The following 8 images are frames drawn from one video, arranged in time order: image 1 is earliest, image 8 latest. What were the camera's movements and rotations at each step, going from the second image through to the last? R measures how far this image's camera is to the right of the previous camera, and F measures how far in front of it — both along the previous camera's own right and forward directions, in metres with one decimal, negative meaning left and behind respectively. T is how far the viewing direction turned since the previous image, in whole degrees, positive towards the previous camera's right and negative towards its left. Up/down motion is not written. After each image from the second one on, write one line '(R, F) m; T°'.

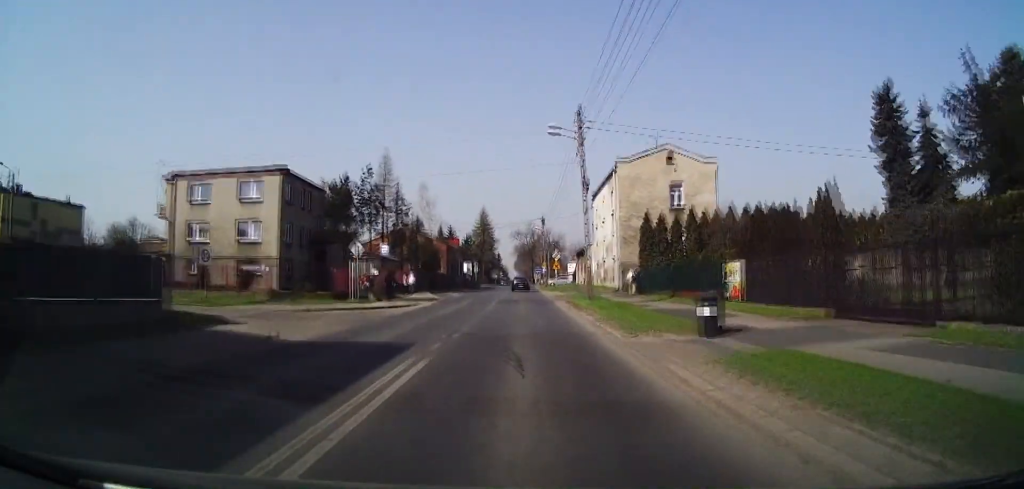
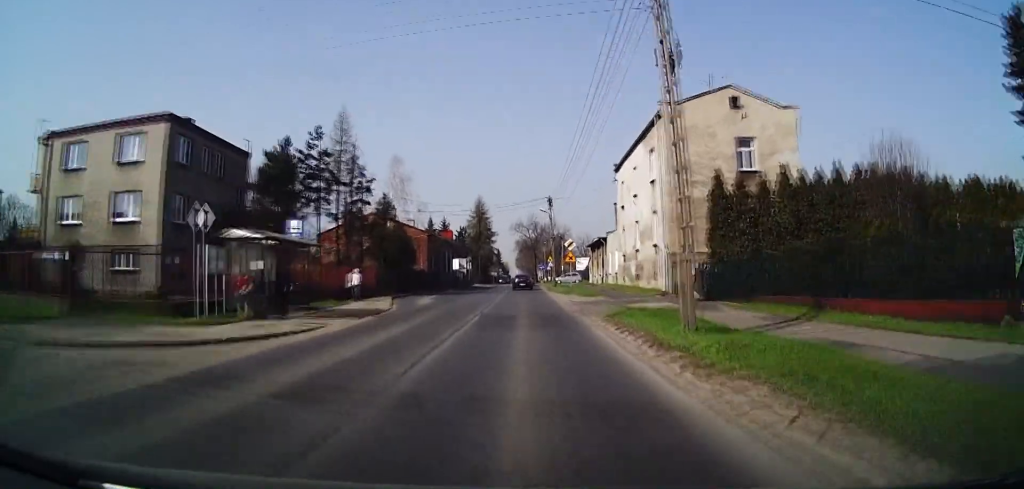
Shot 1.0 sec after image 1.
(-0.1, +16.2) m; 0°
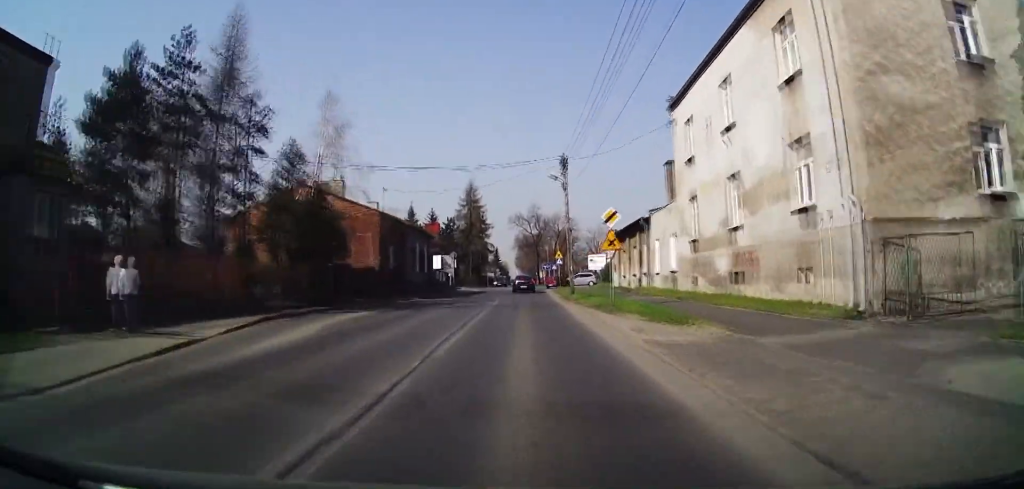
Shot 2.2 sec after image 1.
(-0.1, +20.0) m; 0°
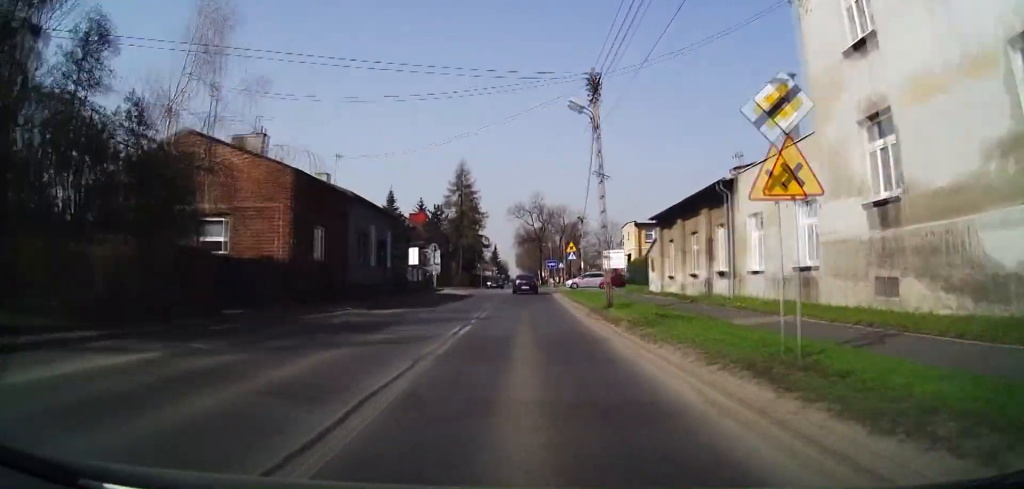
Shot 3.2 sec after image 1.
(0.0, +15.9) m; 0°
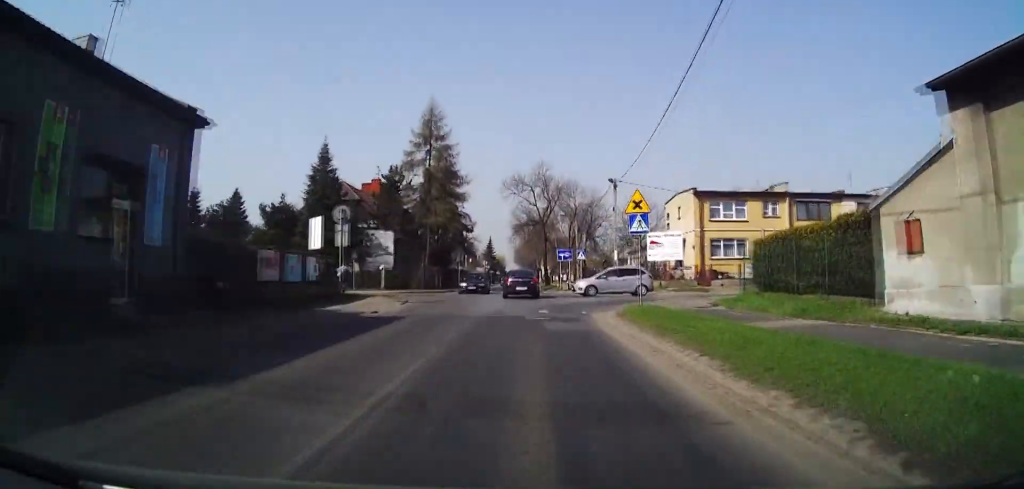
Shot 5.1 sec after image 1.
(0.0, +28.8) m; -1°
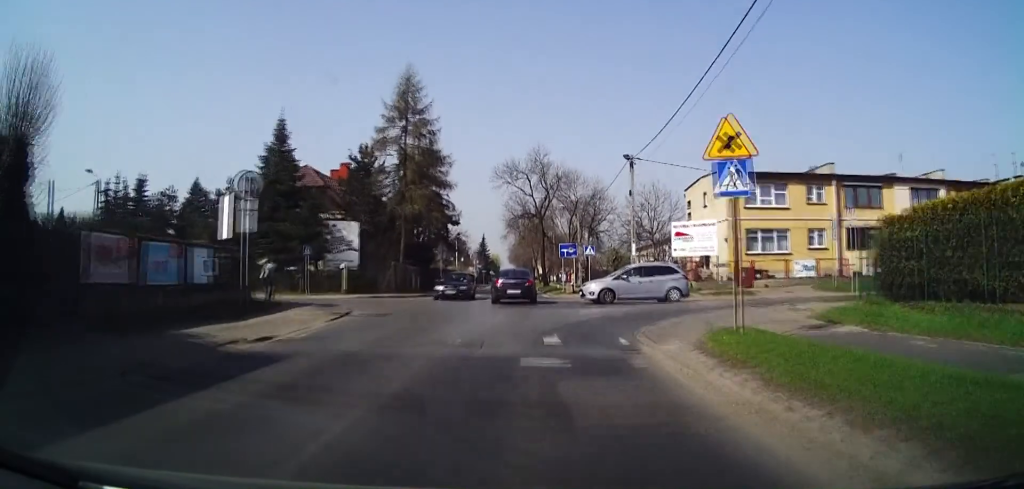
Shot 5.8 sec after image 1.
(-0.2, +11.8) m; +1°
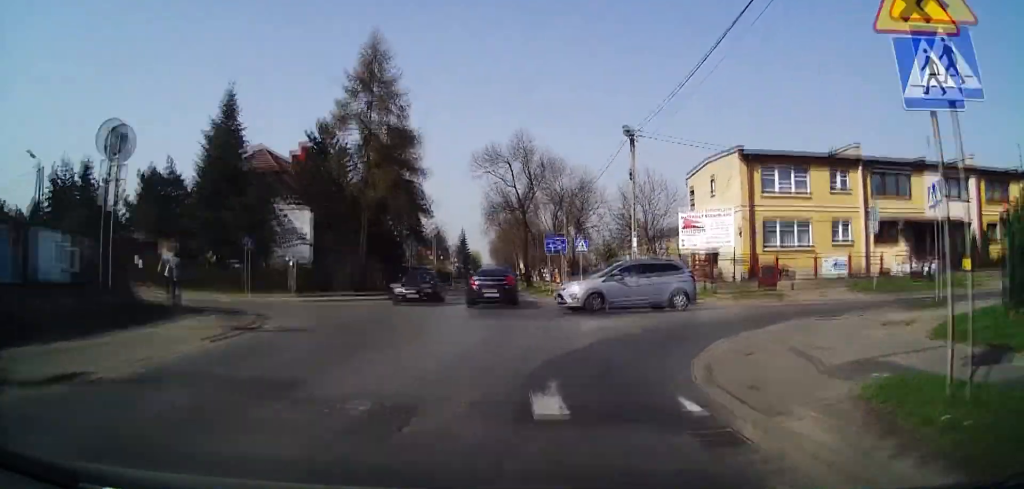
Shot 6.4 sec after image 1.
(0.0, +8.9) m; +2°
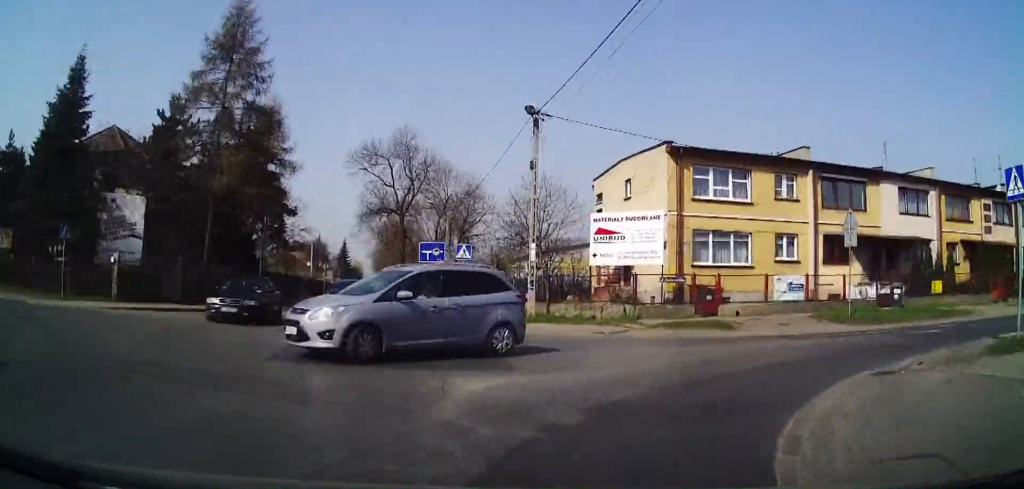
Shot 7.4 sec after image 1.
(+0.4, +12.0) m; +4°
